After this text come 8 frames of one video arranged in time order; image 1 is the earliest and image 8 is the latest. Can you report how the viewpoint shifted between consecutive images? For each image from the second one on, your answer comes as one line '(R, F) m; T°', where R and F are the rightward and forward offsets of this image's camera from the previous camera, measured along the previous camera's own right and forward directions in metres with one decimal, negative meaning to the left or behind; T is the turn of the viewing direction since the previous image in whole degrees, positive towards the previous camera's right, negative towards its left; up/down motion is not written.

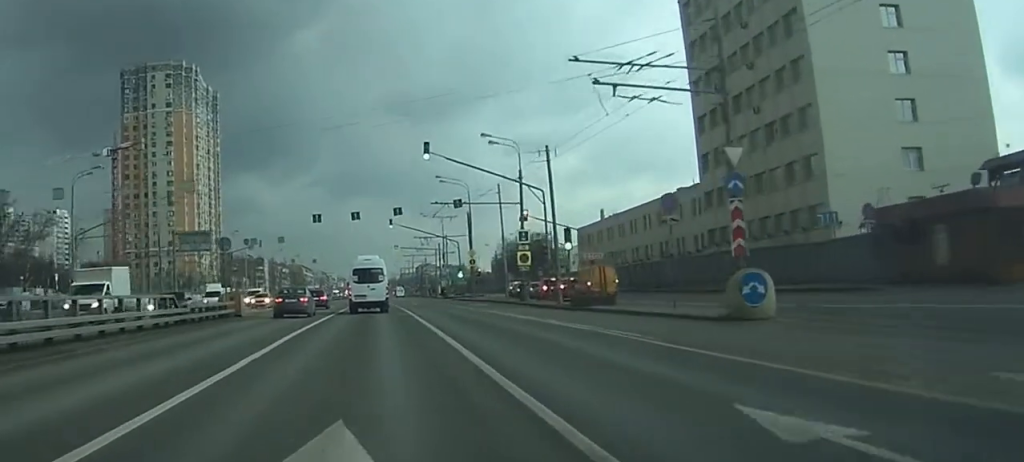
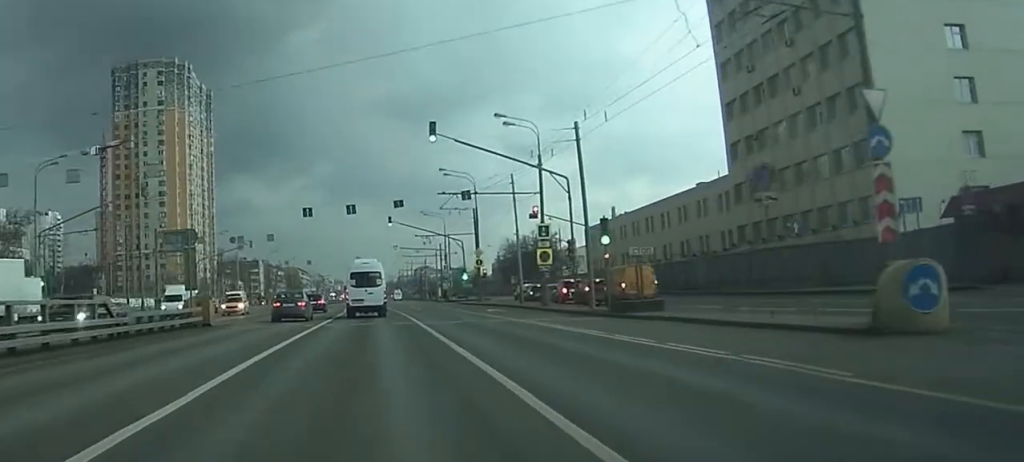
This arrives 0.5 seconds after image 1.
(0.0, +8.0) m; 0°
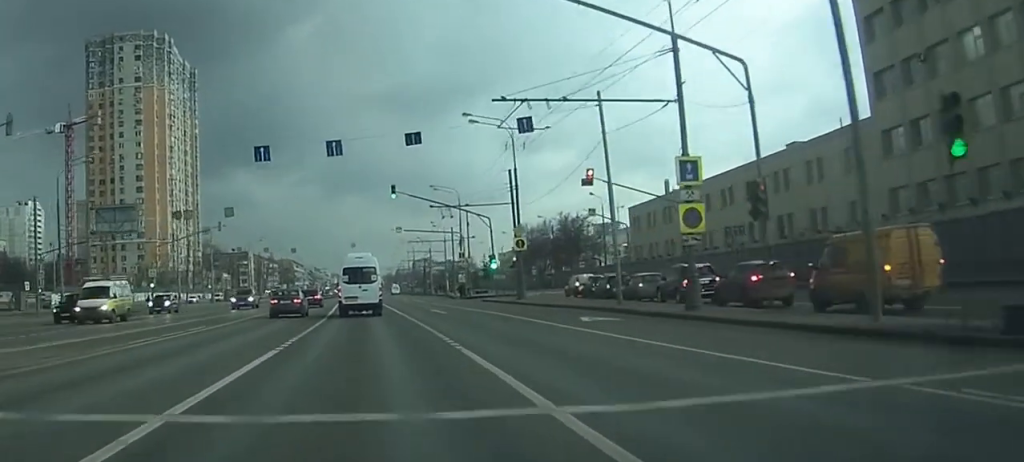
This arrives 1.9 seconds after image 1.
(+0.1, +25.2) m; +1°
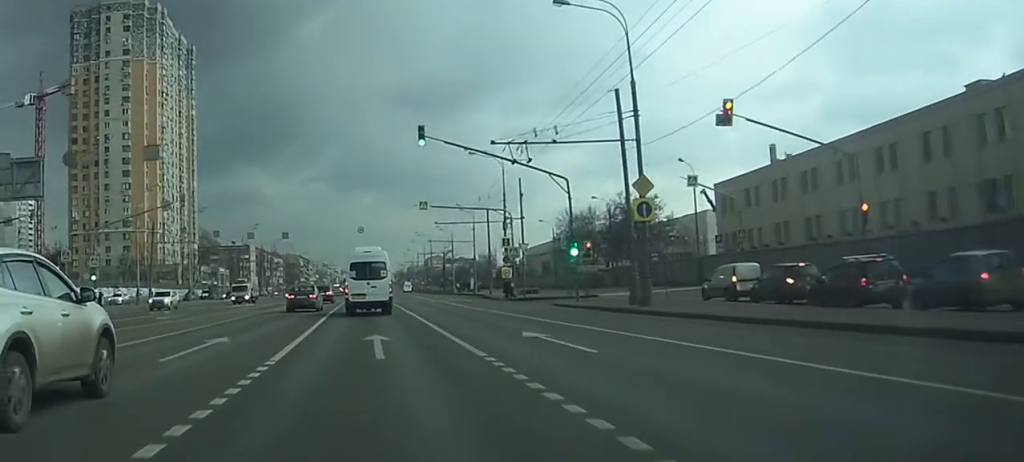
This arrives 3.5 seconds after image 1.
(-0.1, +26.5) m; -1°
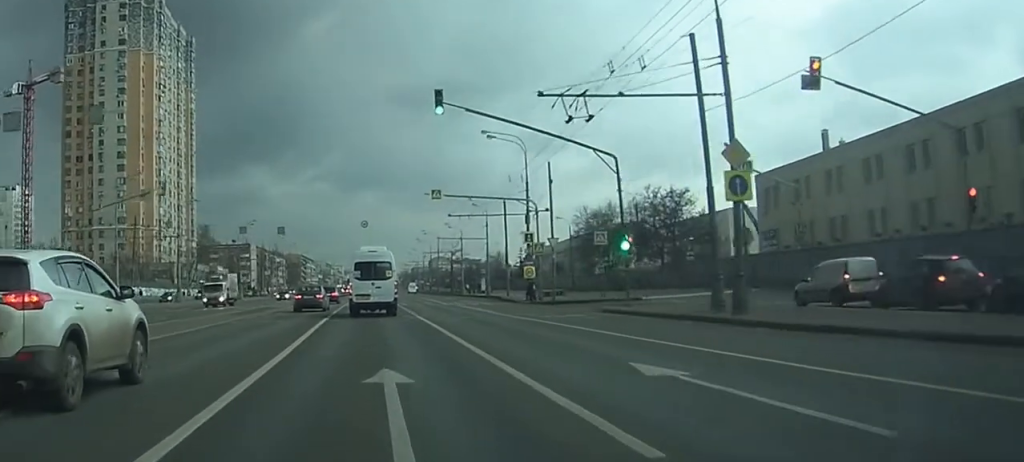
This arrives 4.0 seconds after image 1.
(-0.1, +9.3) m; 0°
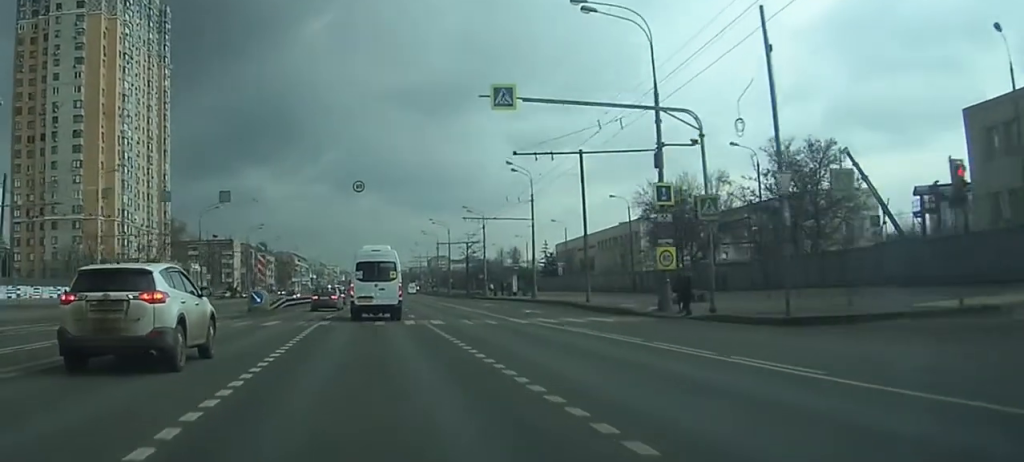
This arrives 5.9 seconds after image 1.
(+0.2, +32.6) m; 0°
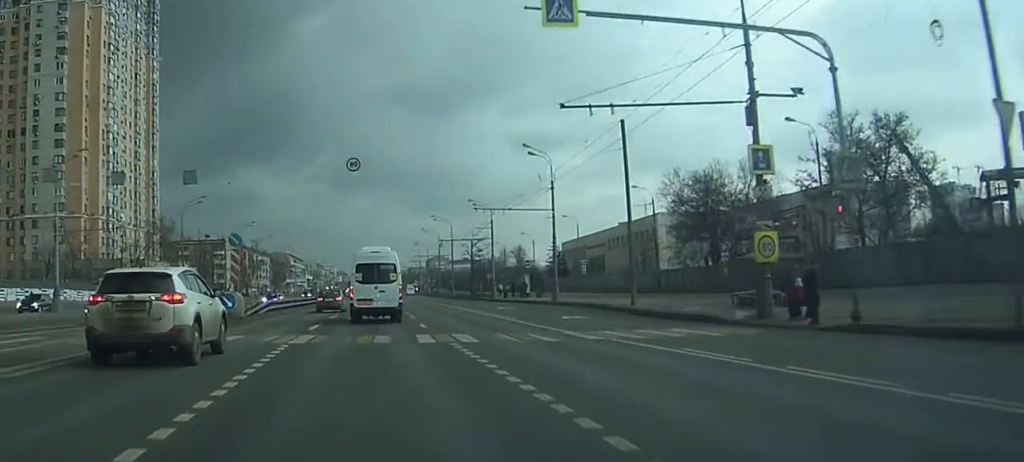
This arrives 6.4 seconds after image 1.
(0.0, +10.0) m; 0°
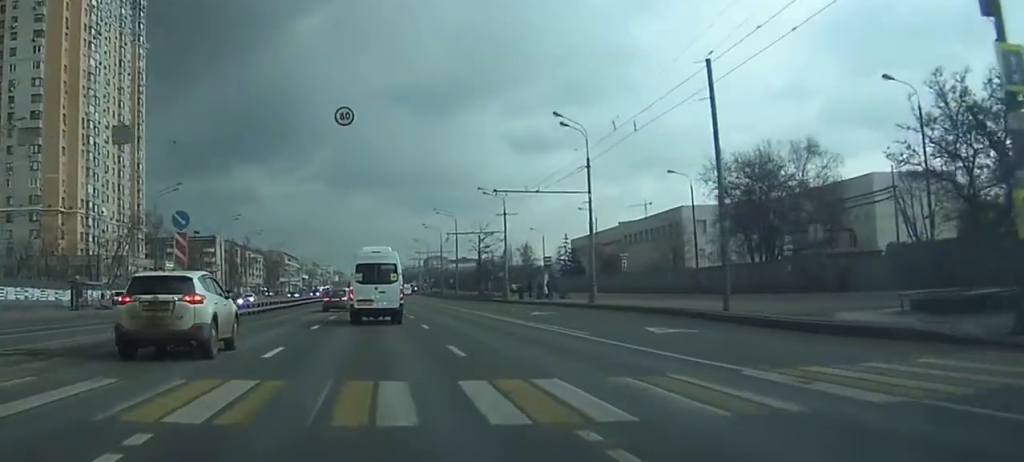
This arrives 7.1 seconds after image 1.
(-0.1, +12.4) m; 0°
